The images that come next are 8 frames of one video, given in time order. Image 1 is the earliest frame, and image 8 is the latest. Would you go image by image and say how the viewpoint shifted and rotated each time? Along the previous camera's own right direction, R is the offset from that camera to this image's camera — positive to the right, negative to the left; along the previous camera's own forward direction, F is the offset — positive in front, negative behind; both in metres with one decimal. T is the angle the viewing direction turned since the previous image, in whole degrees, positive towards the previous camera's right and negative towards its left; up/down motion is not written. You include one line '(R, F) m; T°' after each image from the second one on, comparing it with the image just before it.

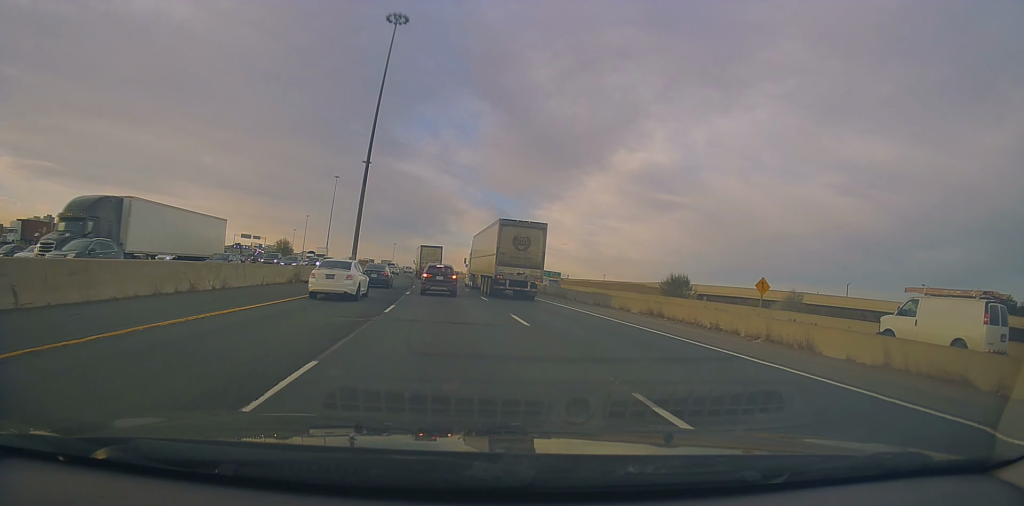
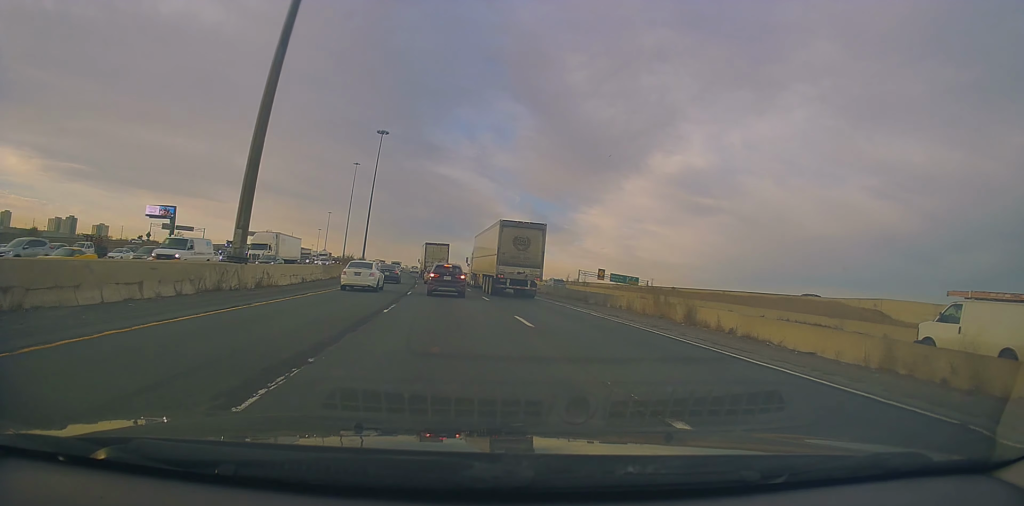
(-0.8, +49.1) m; -3°
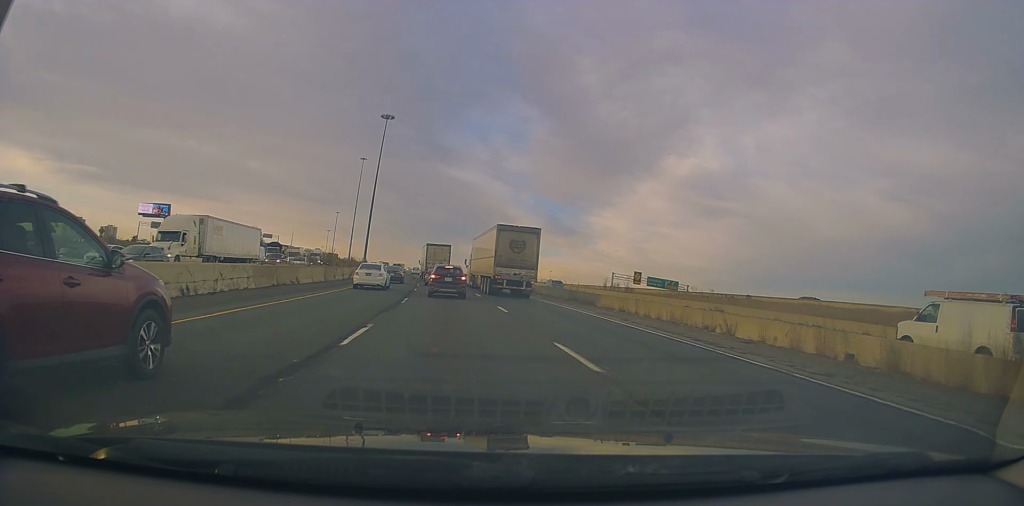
(-0.4, +19.0) m; -3°
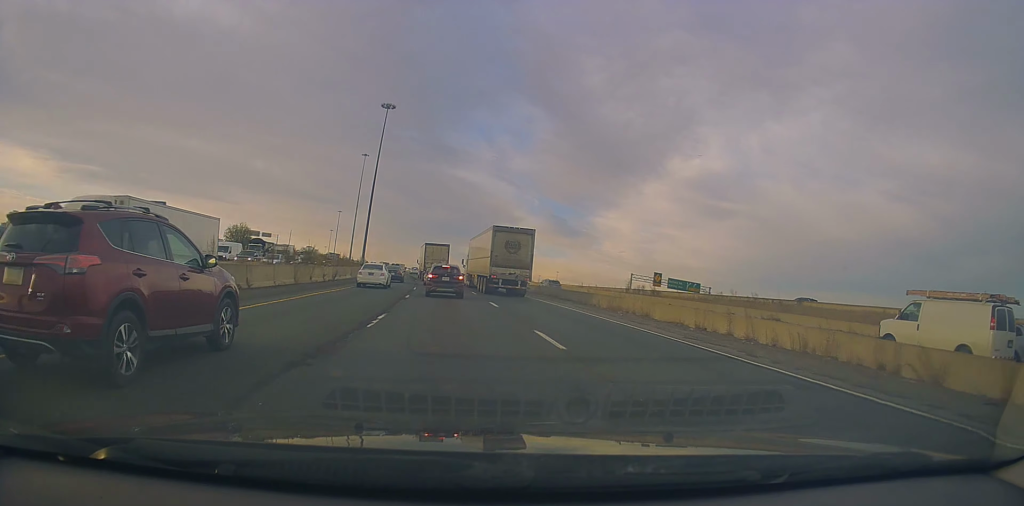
(-0.3, +9.8) m; -1°
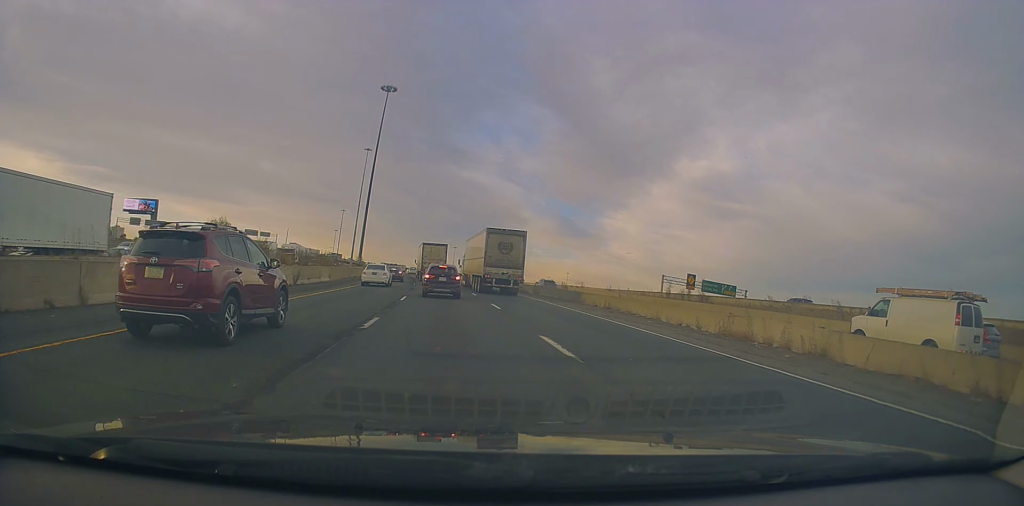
(-0.3, +13.3) m; -2°
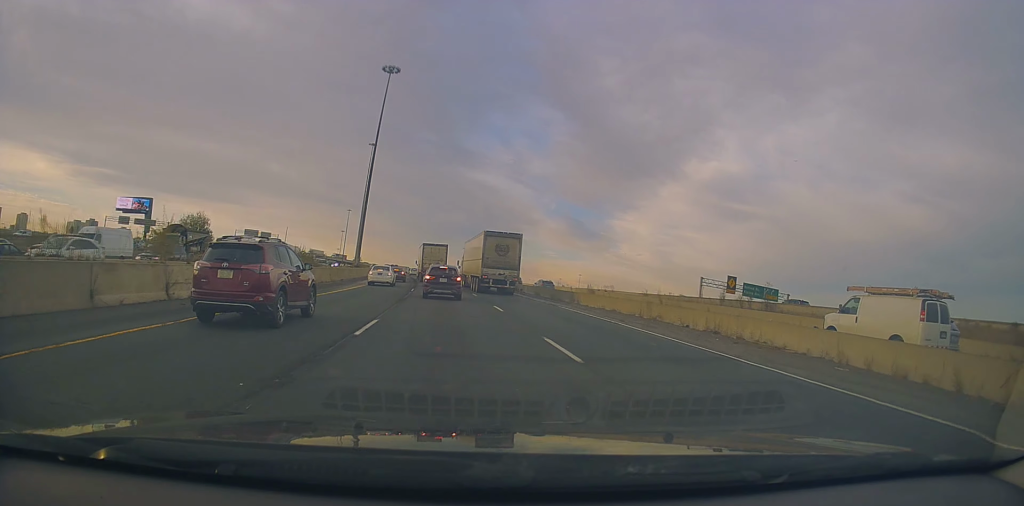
(-0.2, +11.9) m; -1°
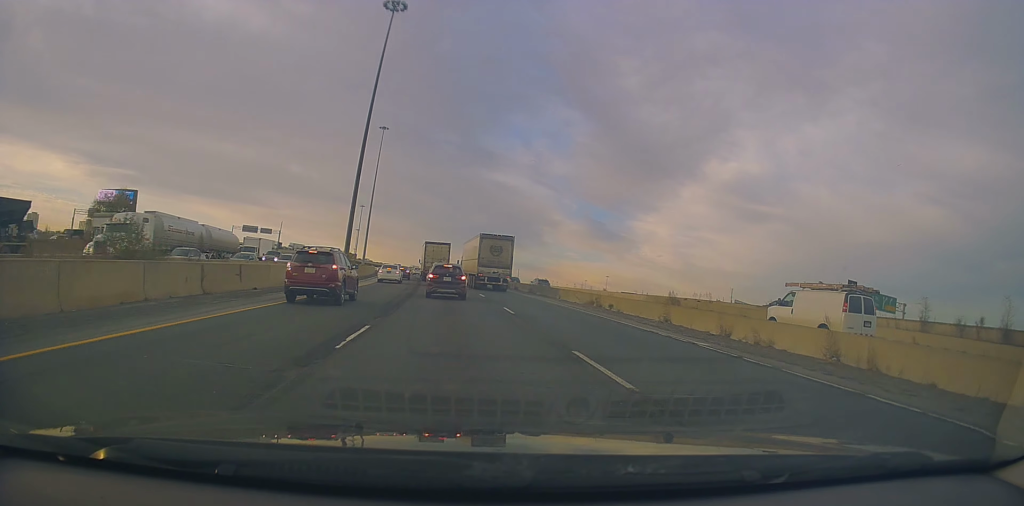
(-0.1, +26.0) m; 0°
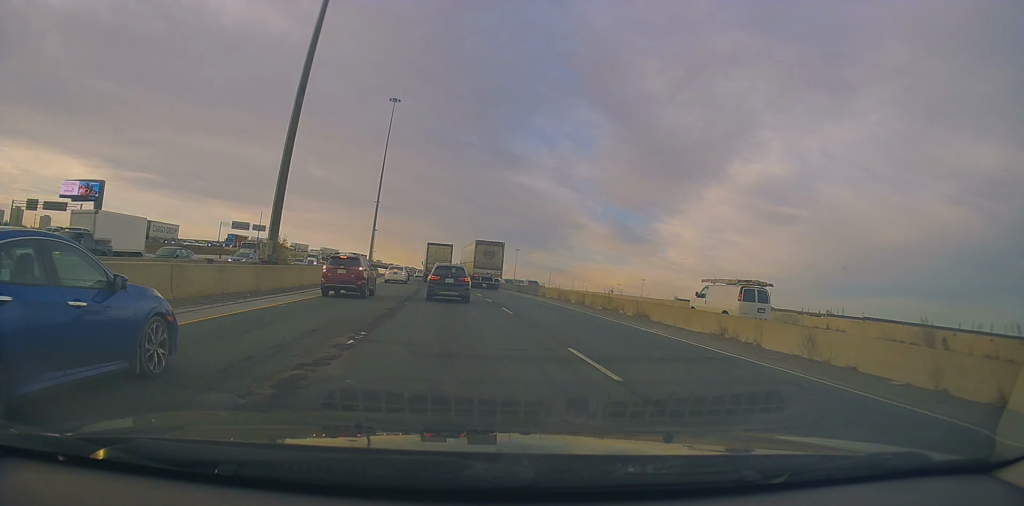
(-0.3, +35.9) m; -3°
